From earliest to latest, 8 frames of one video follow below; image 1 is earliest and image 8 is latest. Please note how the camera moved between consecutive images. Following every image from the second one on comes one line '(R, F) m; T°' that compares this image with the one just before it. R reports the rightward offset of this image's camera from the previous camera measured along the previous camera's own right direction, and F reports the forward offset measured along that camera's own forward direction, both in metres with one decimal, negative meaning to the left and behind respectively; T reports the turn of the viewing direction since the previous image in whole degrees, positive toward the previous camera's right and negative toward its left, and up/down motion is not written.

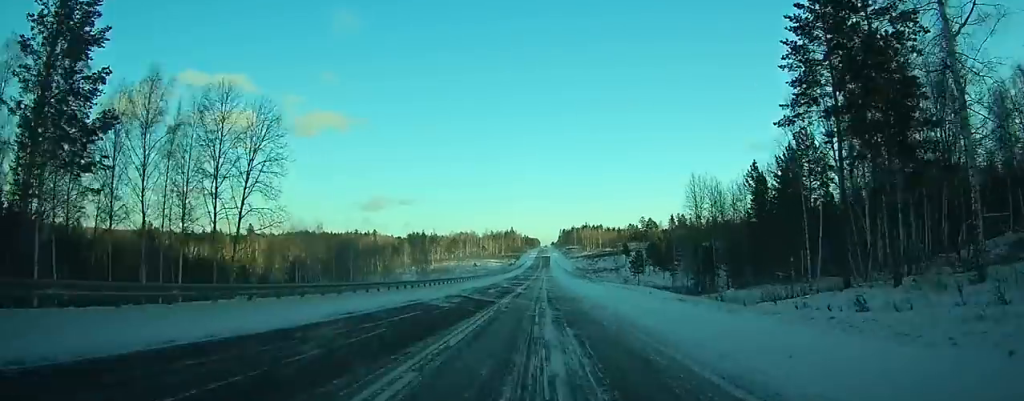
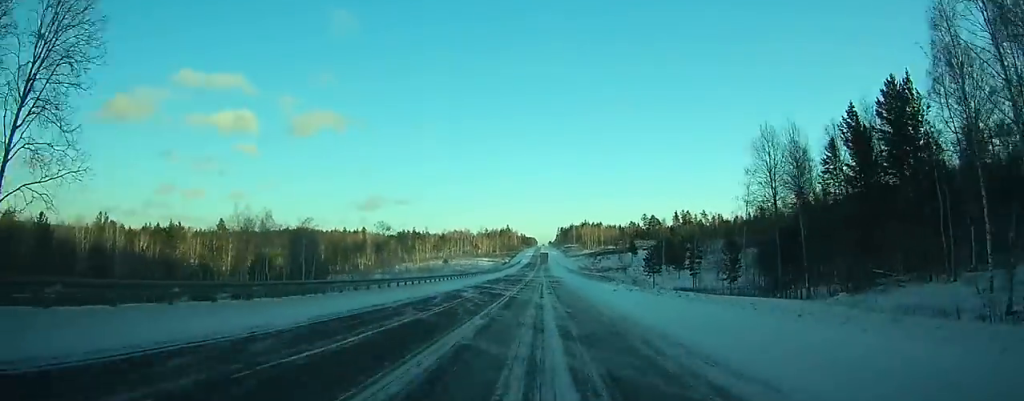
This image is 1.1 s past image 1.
(+0.1, +27.9) m; 0°
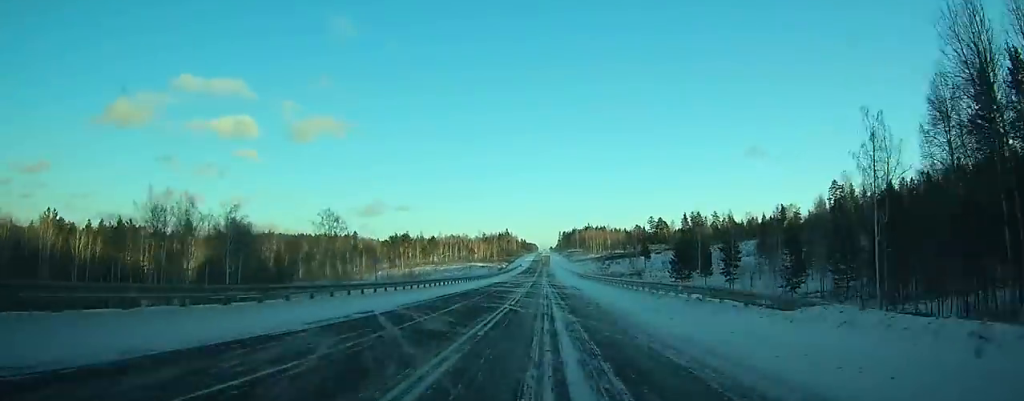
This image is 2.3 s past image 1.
(+0.1, +29.9) m; 0°
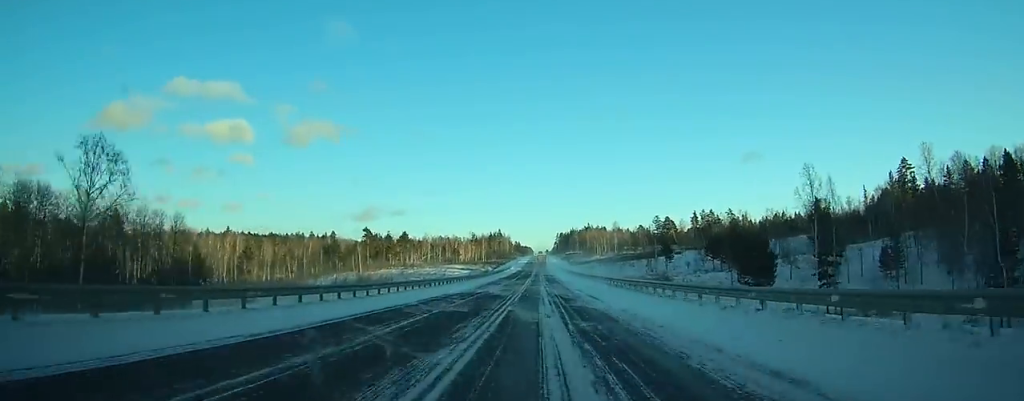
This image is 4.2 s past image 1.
(+0.1, +46.8) m; 0°
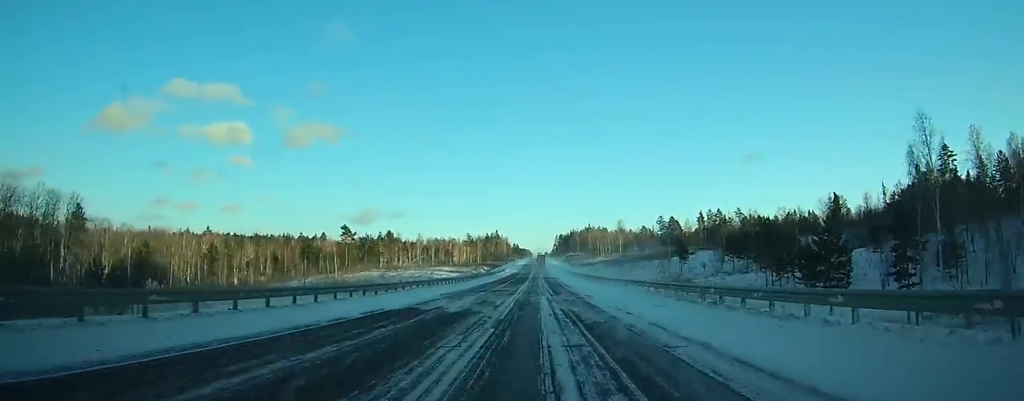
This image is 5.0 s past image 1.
(0.0, +20.2) m; 0°
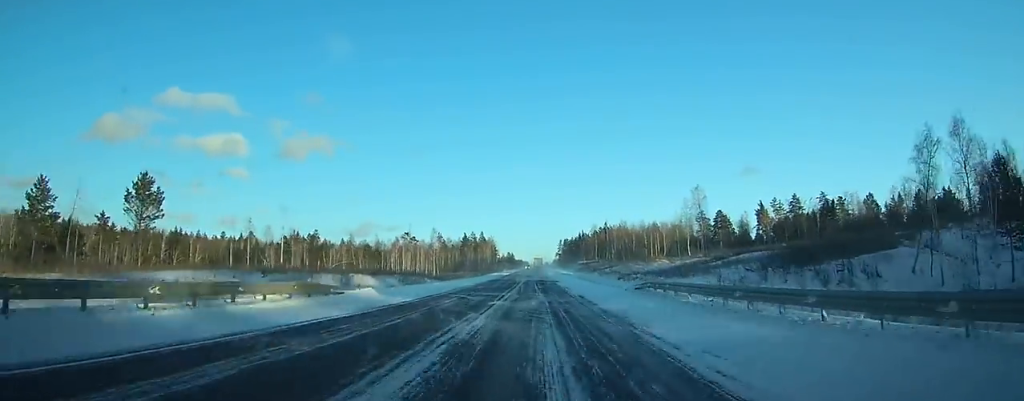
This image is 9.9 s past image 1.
(+1.2, +122.3) m; +1°
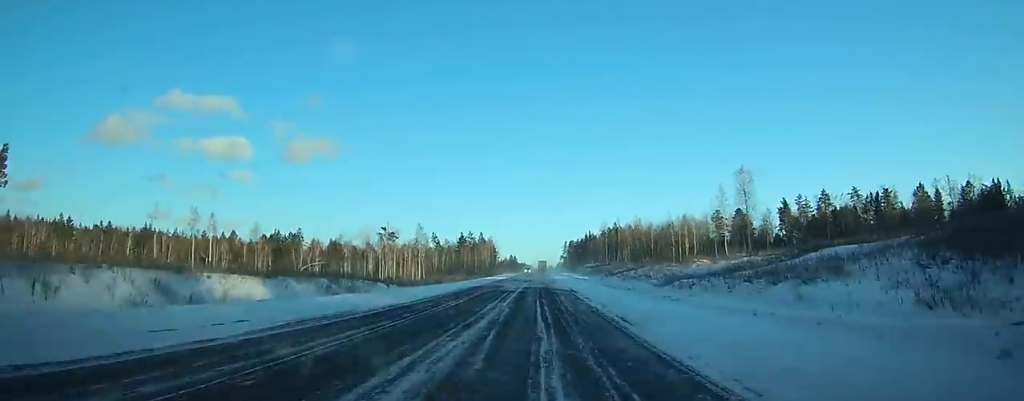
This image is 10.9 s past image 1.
(+0.2, +26.6) m; 0°
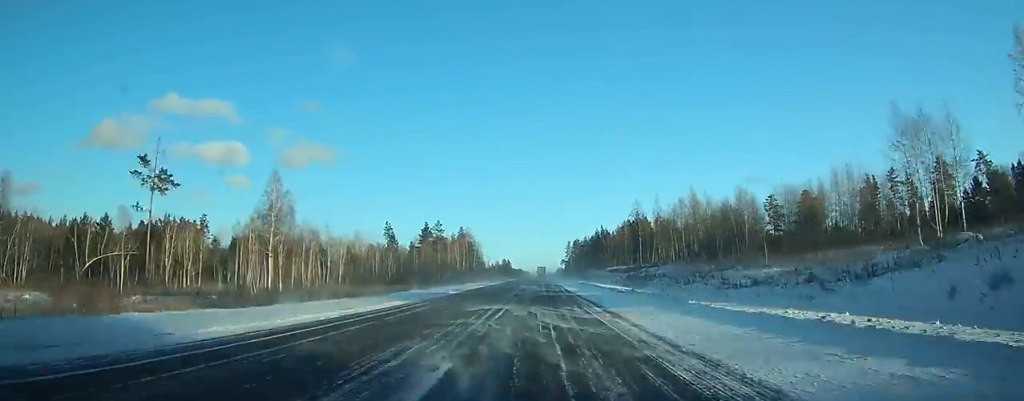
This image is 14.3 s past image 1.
(-0.8, +82.9) m; -1°
